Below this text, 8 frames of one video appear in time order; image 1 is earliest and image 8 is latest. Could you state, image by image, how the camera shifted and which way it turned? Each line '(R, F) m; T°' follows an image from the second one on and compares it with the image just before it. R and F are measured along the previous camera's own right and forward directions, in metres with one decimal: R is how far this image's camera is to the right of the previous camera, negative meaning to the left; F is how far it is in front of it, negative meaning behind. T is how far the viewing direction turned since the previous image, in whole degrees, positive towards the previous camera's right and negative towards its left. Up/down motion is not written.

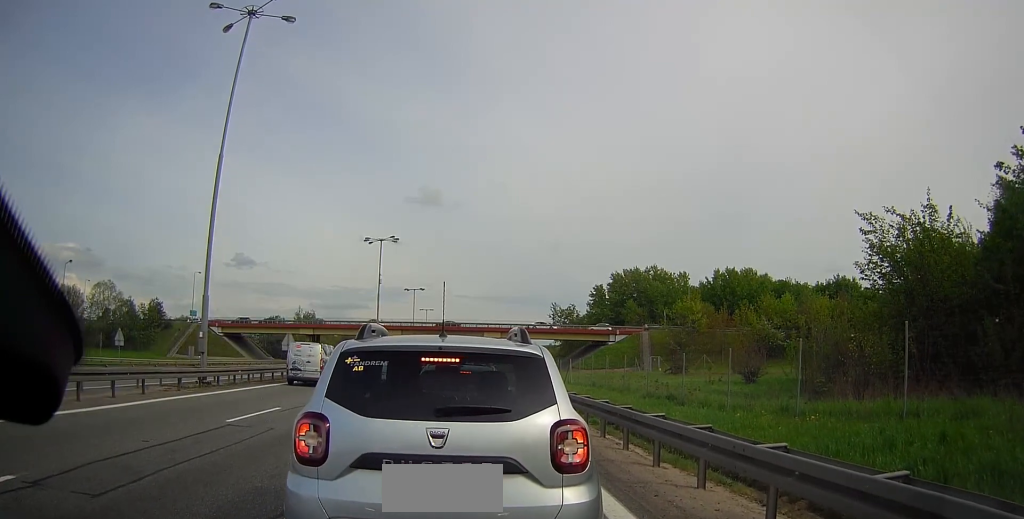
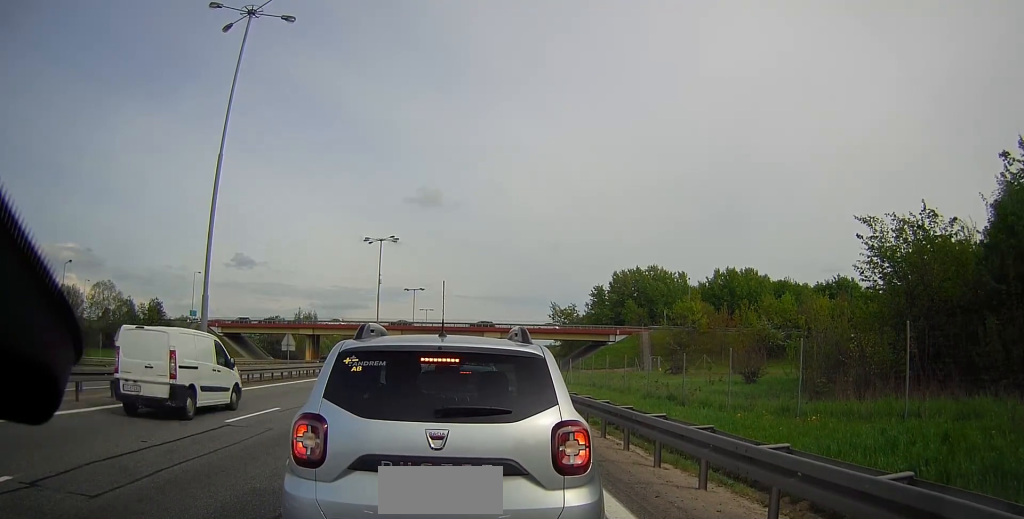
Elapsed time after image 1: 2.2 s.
(-0.1, +0.6) m; 0°
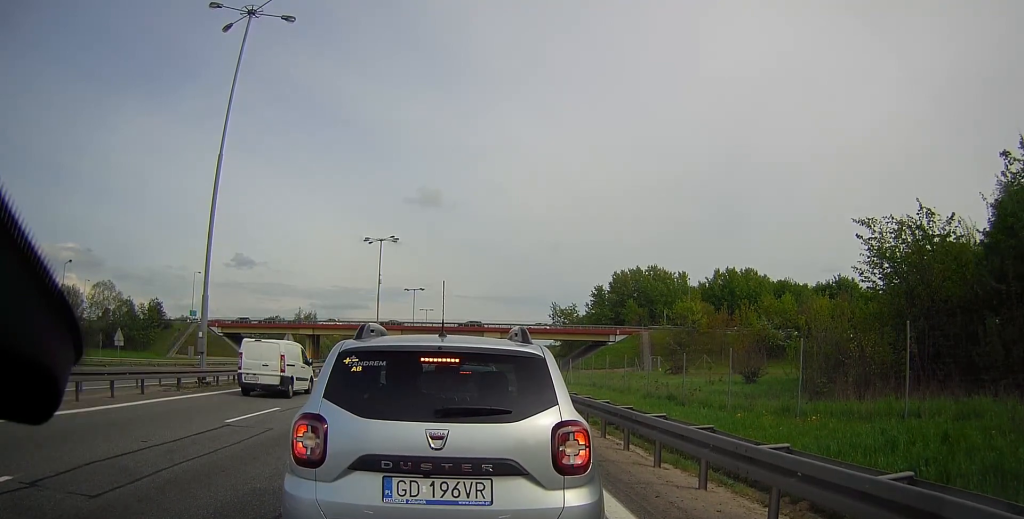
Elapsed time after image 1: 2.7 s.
(0.0, 0.0) m; 0°
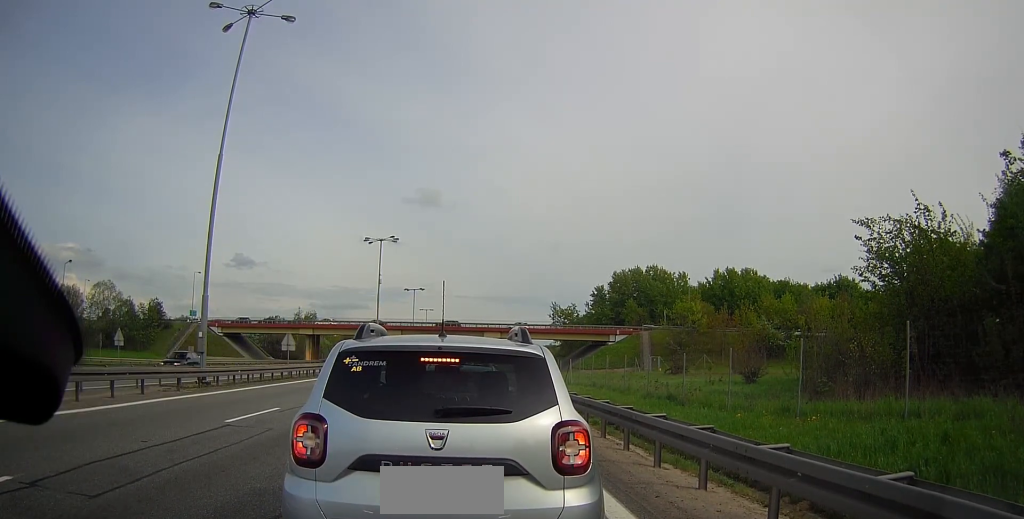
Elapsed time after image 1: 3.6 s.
(-0.1, 0.0) m; 0°
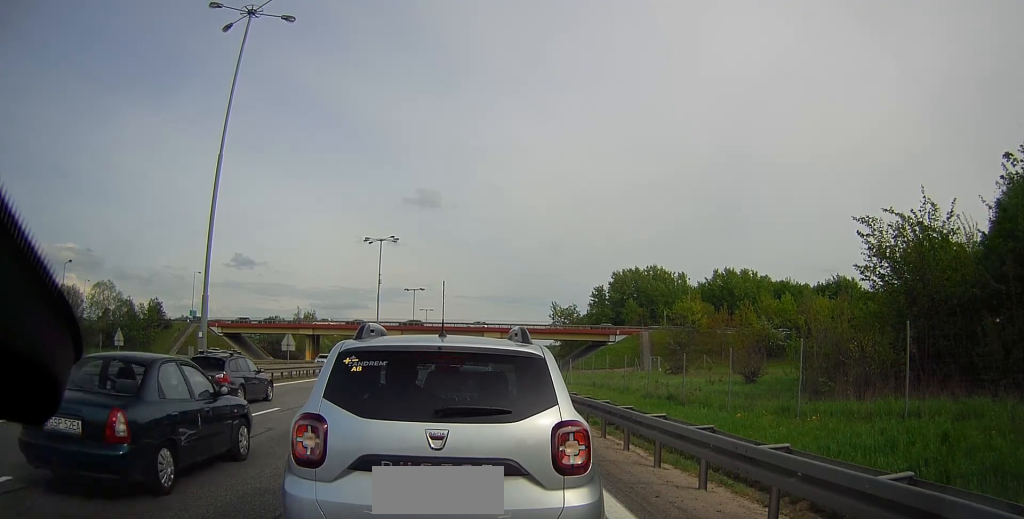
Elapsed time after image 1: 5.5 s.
(0.0, 0.0) m; 0°
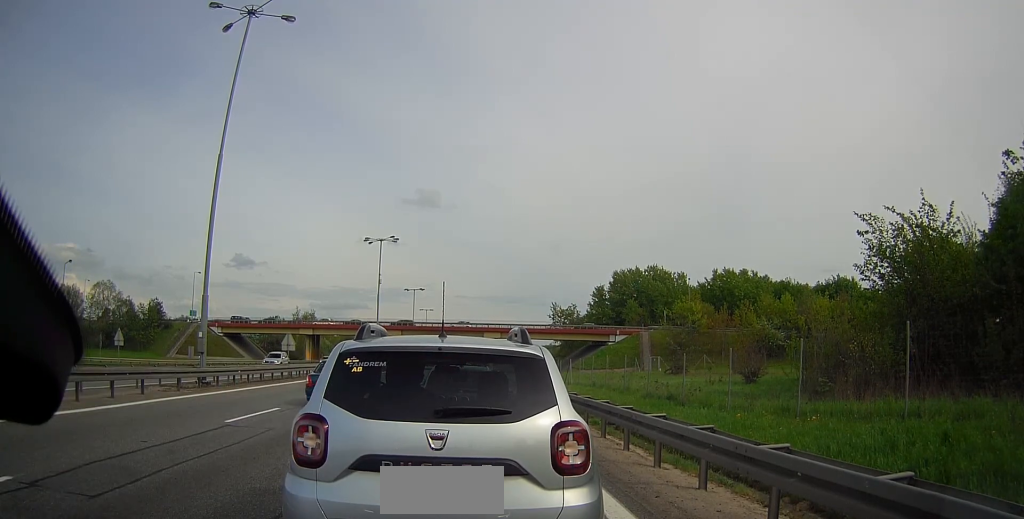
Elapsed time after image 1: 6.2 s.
(0.0, 0.0) m; 0°
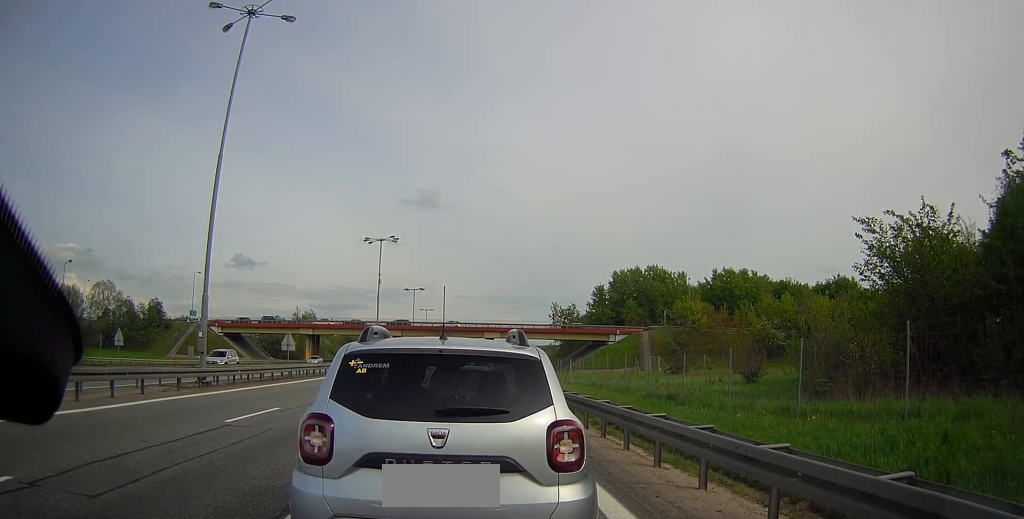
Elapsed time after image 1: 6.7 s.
(0.0, 0.0) m; 0°
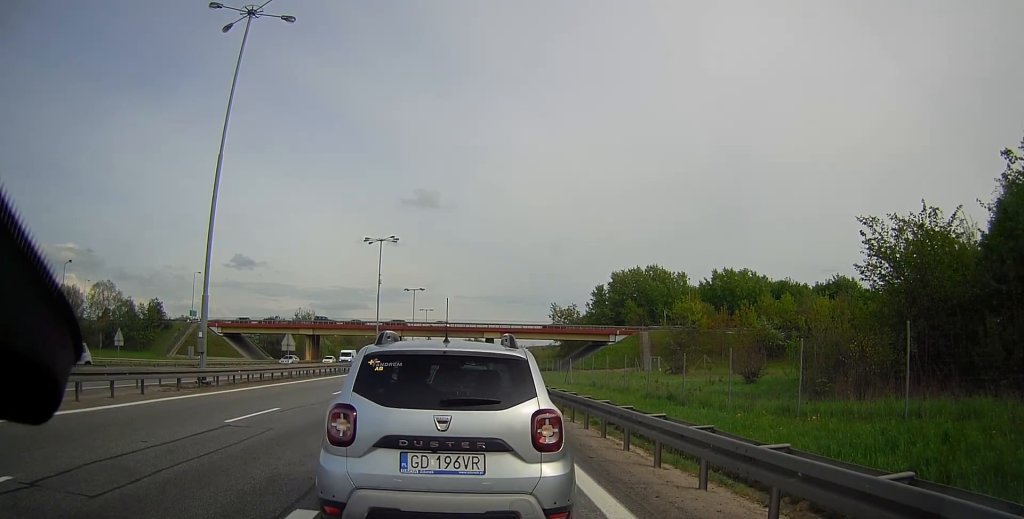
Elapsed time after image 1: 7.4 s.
(0.0, +0.1) m; 0°
